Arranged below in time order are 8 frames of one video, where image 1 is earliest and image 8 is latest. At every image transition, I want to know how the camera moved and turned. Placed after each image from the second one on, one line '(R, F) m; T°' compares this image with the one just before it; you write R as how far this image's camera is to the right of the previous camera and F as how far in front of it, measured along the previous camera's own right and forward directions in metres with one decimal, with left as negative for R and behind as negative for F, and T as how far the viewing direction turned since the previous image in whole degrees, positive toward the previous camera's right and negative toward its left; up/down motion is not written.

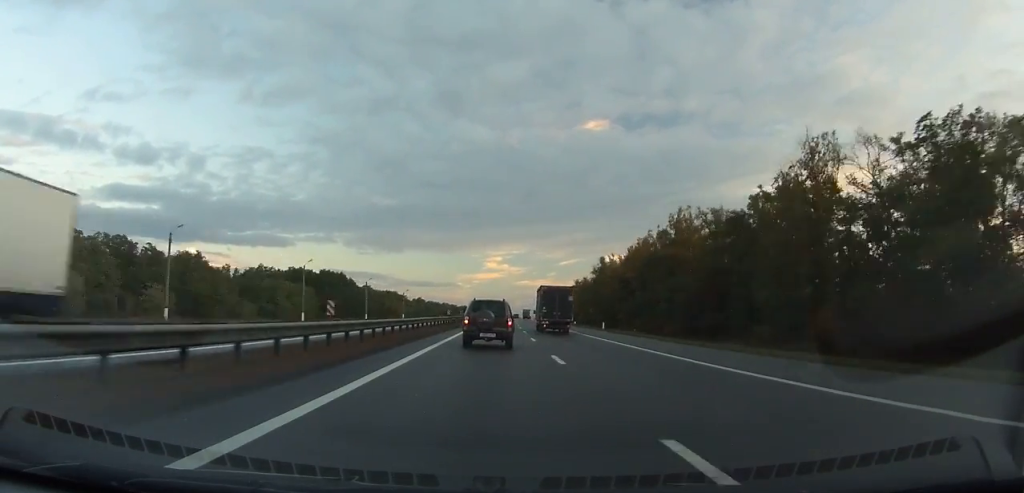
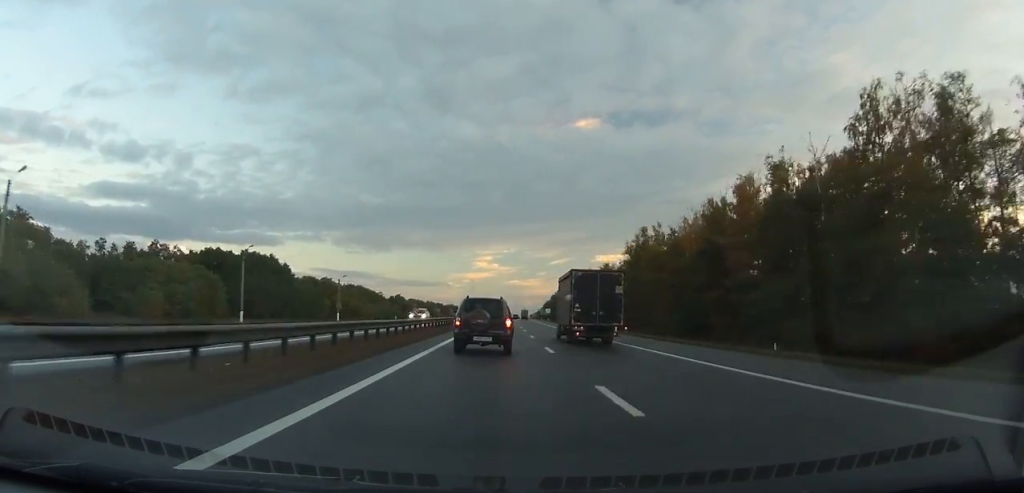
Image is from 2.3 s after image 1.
(+0.5, +51.6) m; +1°
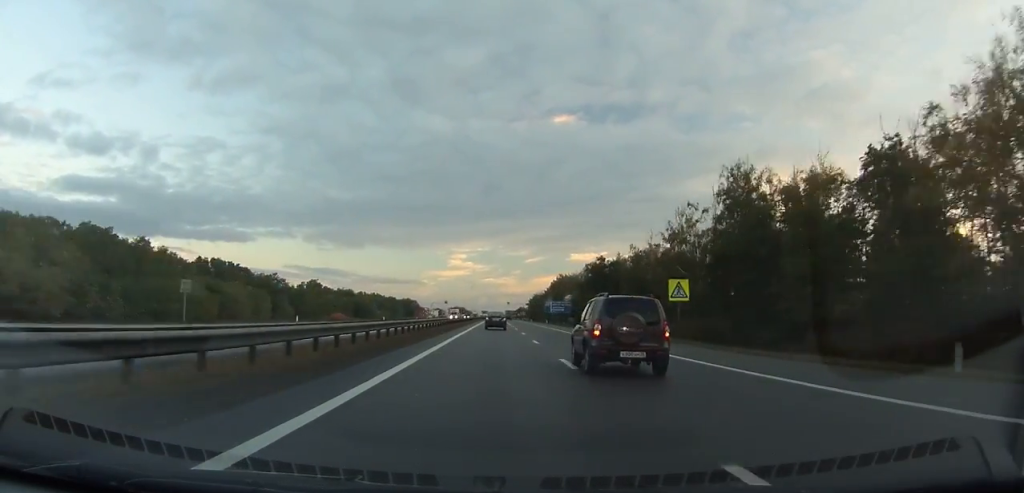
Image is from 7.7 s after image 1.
(+2.3, +124.6) m; +2°
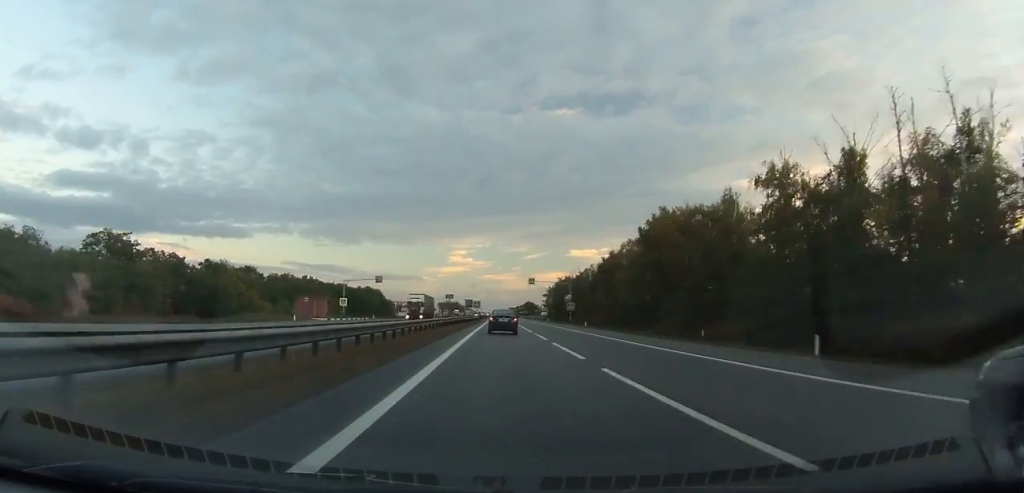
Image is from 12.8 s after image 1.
(+1.1, +131.0) m; 0°
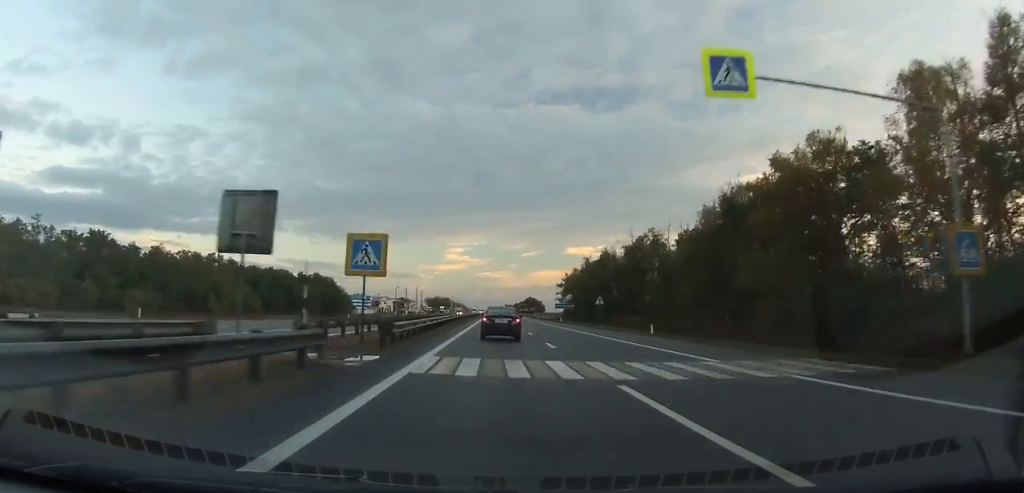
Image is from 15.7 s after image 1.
(0.0, +77.6) m; 0°
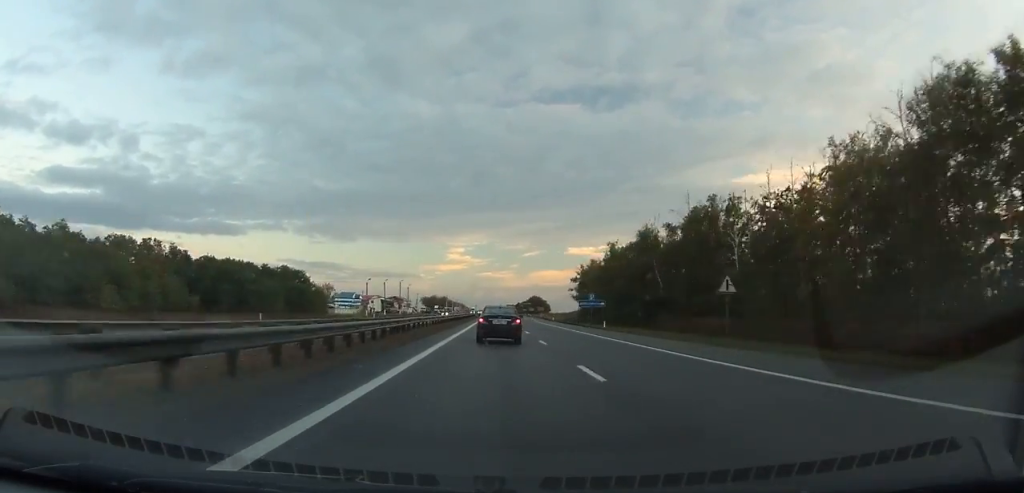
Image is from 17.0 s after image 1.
(+0.1, +34.8) m; 0°
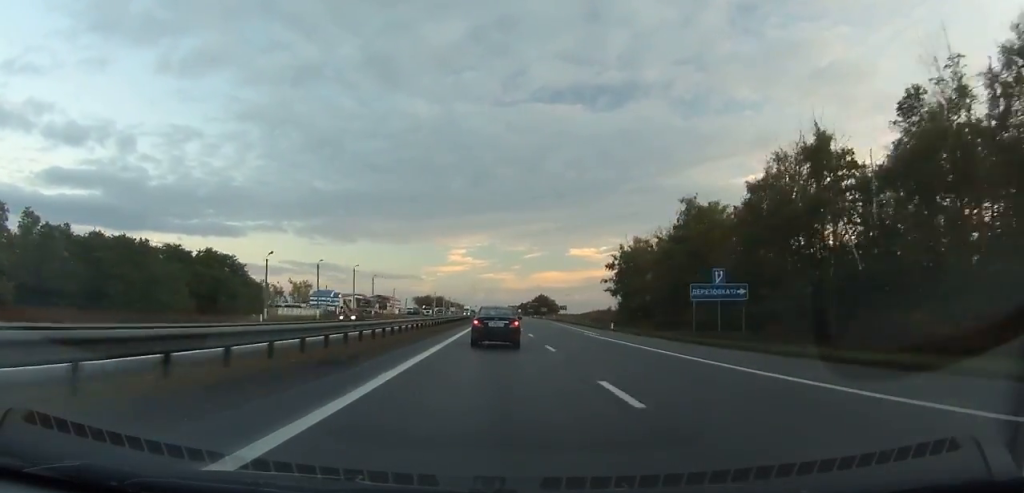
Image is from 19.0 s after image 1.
(+0.1, +52.8) m; 0°
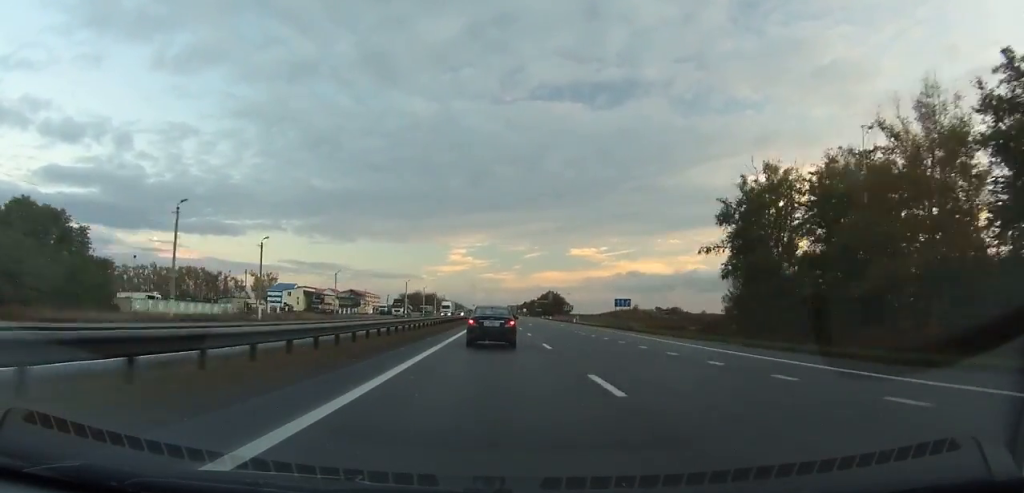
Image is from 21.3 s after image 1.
(0.0, +60.1) m; 0°
